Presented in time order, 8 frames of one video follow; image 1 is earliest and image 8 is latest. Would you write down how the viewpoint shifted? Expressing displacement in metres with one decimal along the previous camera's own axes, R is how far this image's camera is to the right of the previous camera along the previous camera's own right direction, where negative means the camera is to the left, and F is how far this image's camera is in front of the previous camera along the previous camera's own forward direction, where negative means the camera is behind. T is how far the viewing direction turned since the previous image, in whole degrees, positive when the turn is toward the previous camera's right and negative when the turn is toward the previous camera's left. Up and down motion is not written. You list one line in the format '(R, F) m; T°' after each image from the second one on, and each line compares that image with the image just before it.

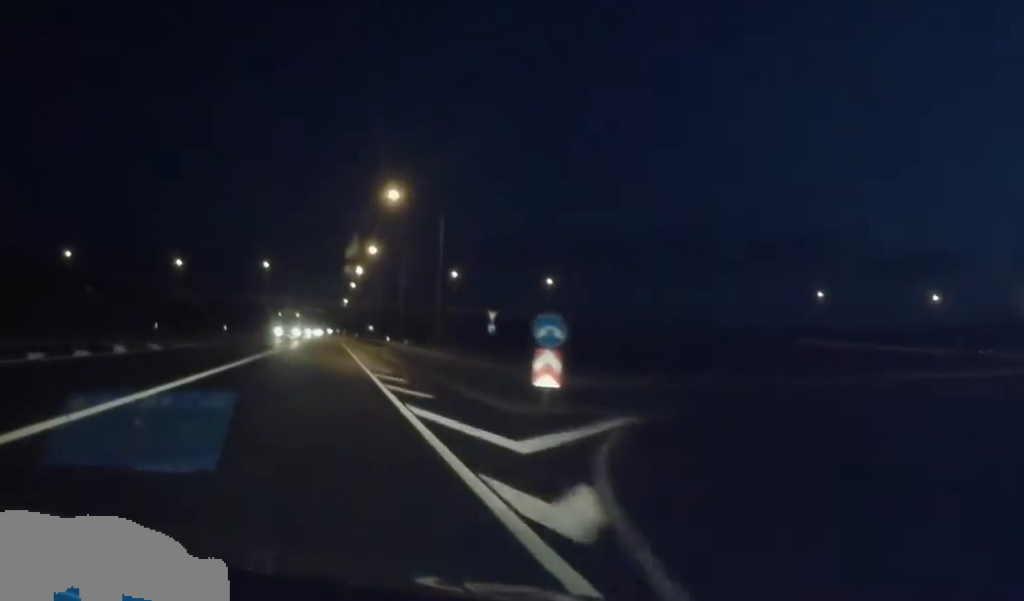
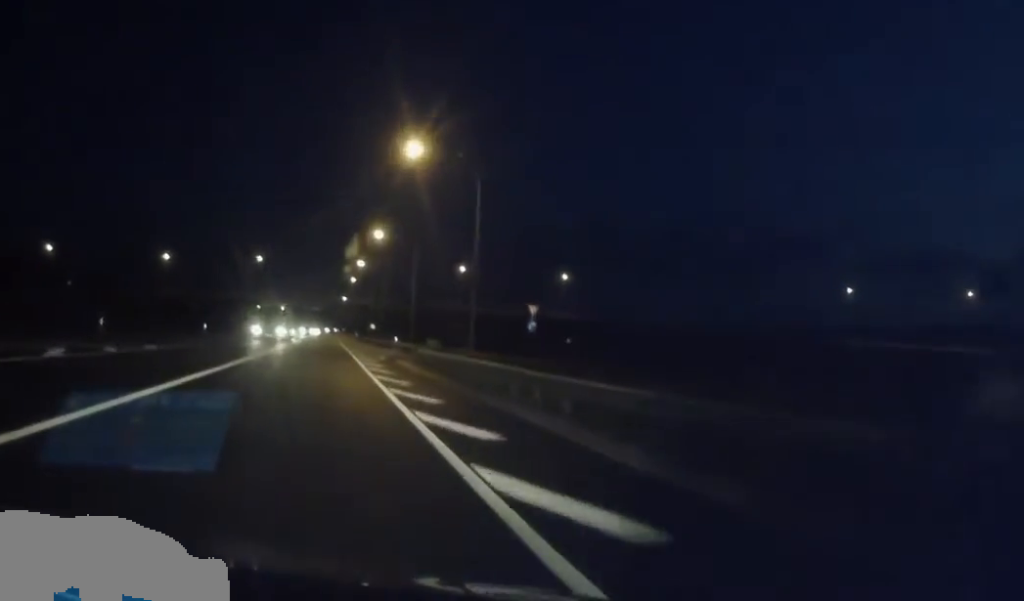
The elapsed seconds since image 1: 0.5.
(-0.1, +11.9) m; 0°
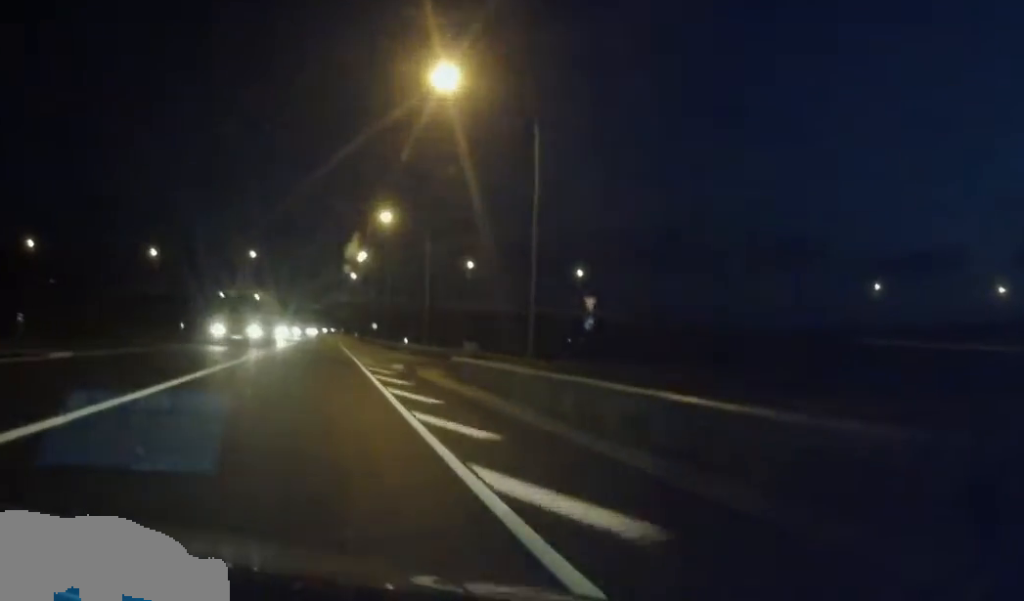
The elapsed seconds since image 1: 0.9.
(-0.1, +10.3) m; 0°
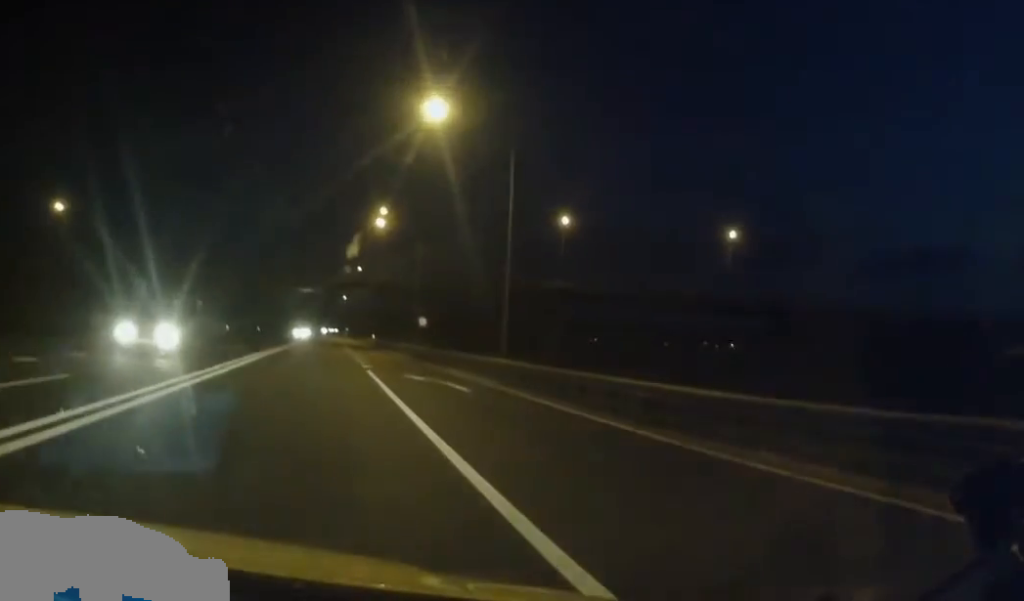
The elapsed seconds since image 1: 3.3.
(-0.1, +55.9) m; 0°
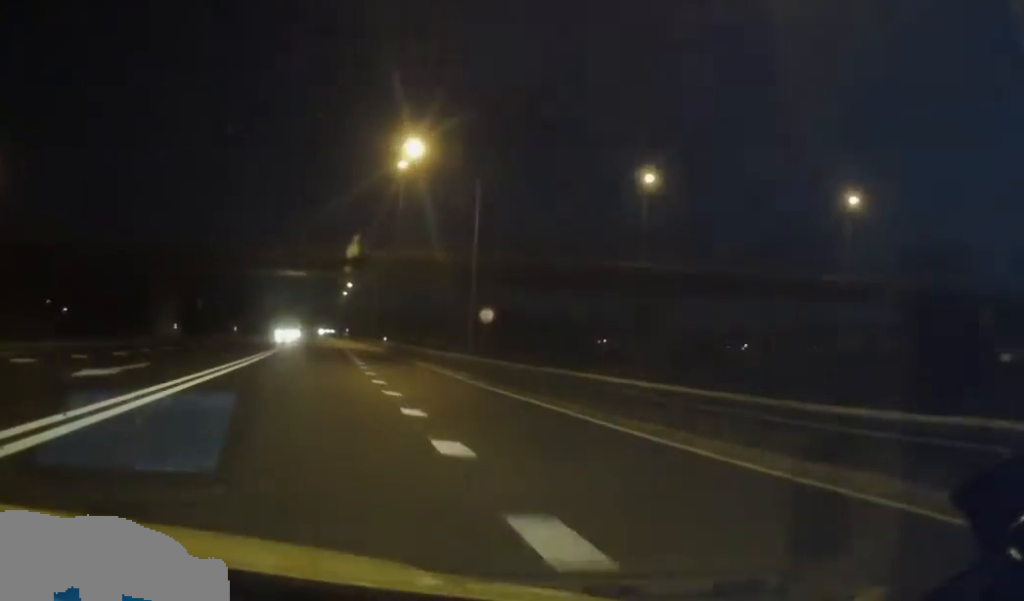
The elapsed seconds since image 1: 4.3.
(+0.1, +24.1) m; +1°
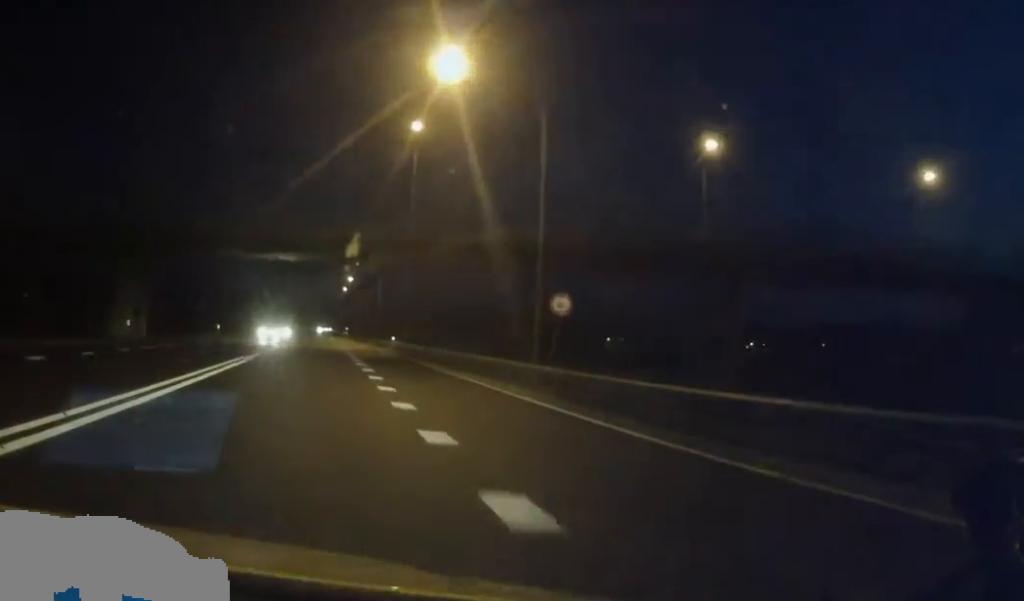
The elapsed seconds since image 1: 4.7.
(+0.1, +11.2) m; 0°
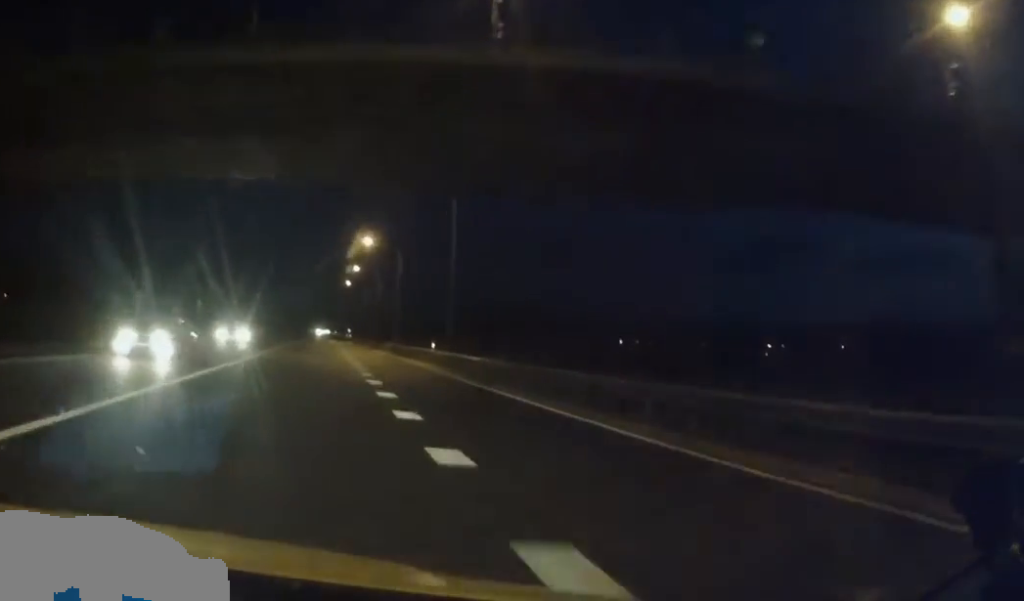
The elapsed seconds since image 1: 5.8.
(-0.1, +25.5) m; 0°
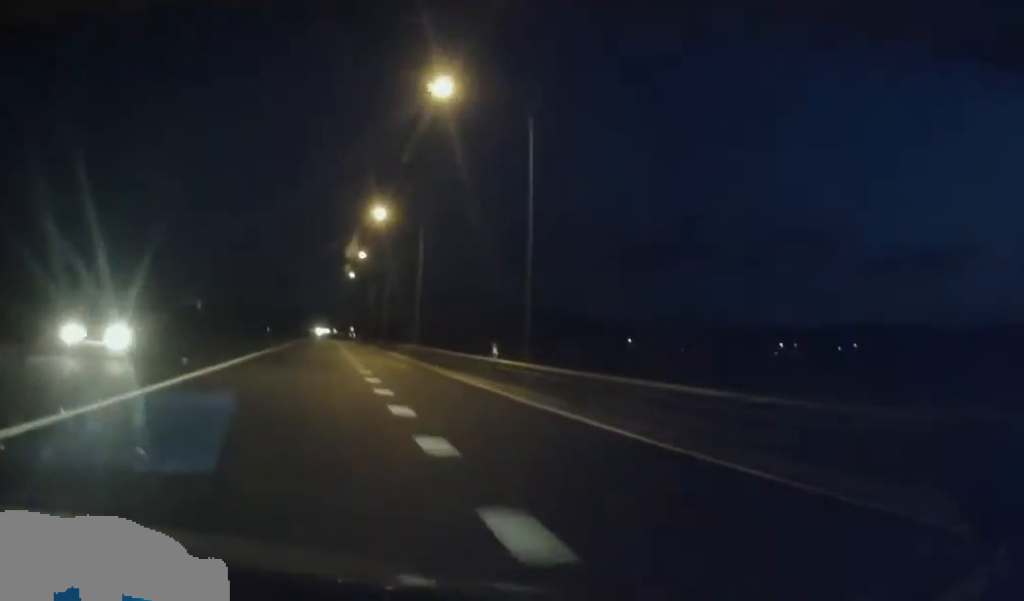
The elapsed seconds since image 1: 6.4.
(0.0, +15.2) m; 0°
